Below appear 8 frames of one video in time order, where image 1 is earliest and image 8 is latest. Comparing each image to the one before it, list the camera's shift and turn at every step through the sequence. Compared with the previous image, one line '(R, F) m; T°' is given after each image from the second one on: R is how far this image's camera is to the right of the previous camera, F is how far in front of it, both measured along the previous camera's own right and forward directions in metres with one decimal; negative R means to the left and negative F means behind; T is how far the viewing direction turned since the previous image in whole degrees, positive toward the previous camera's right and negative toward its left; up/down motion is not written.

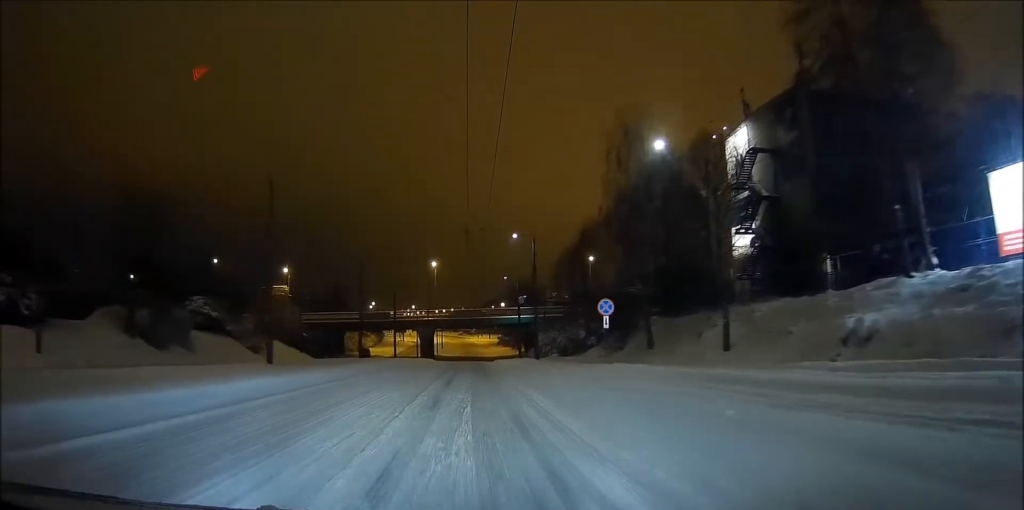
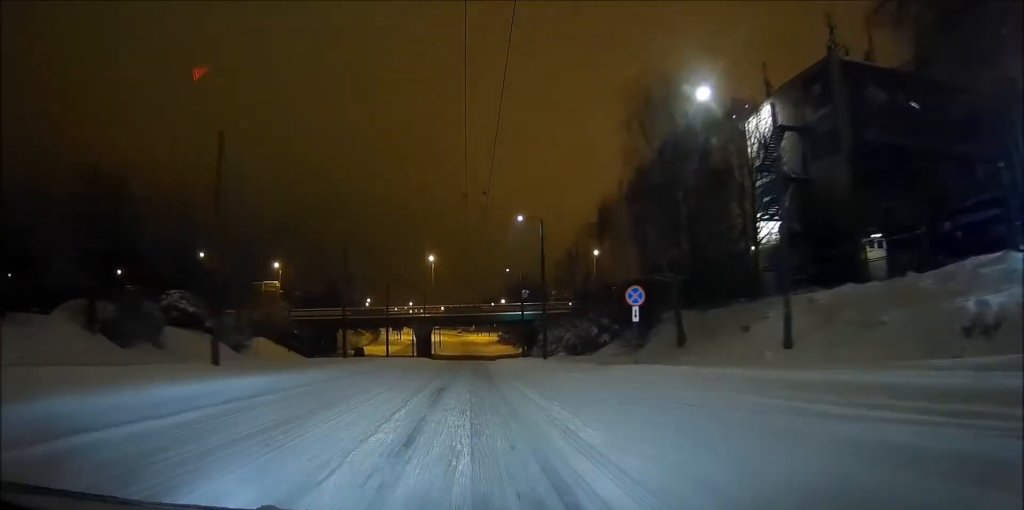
(+0.1, +6.3) m; 0°
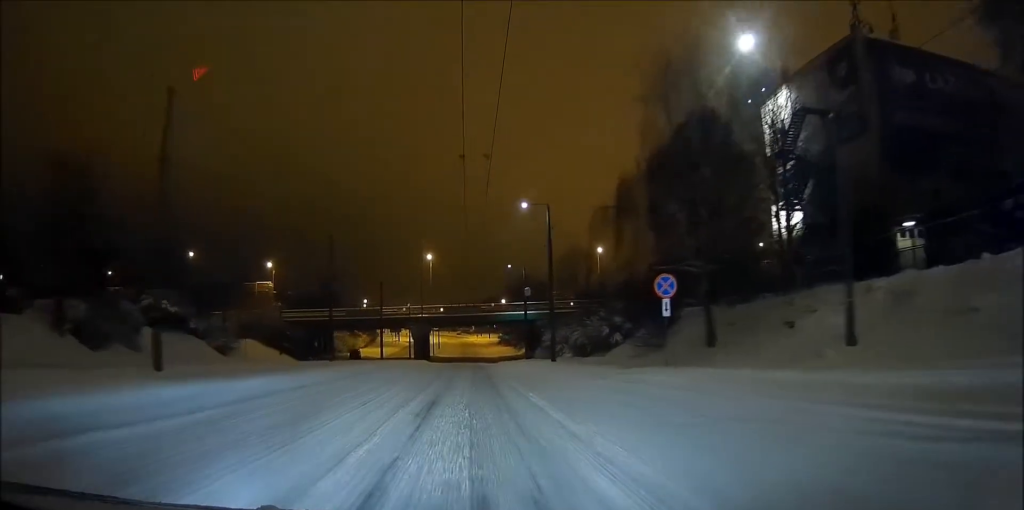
(+0.1, +4.5) m; 0°
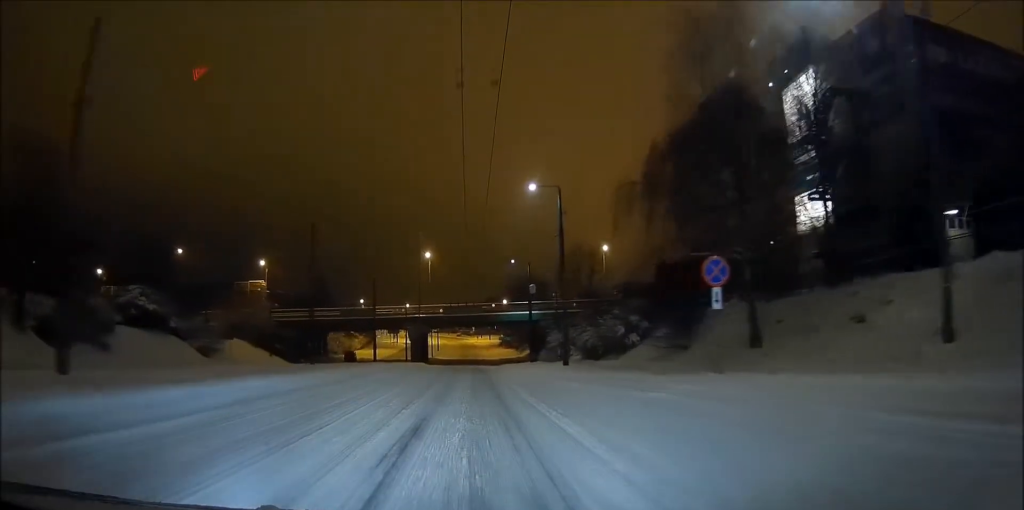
(-0.1, +4.9) m; 0°
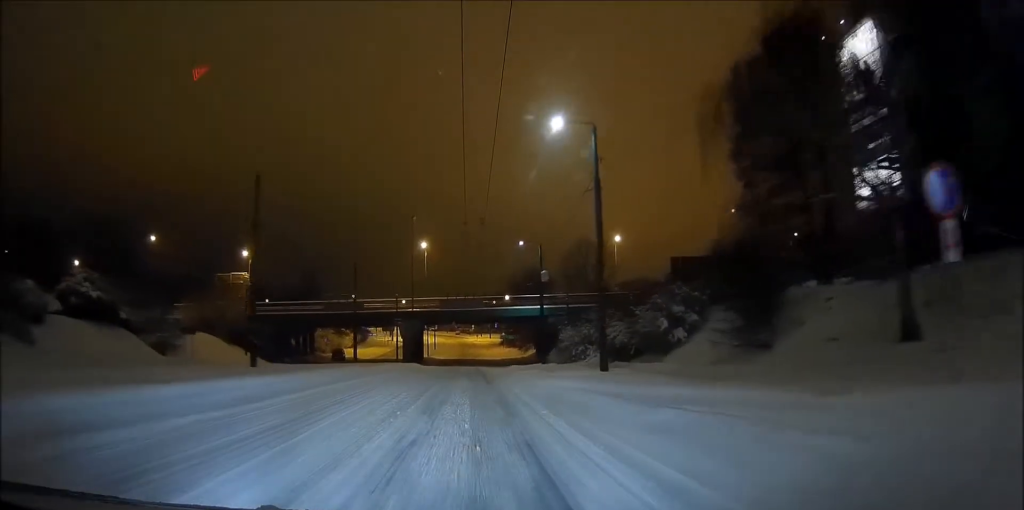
(-0.1, +10.0) m; 0°
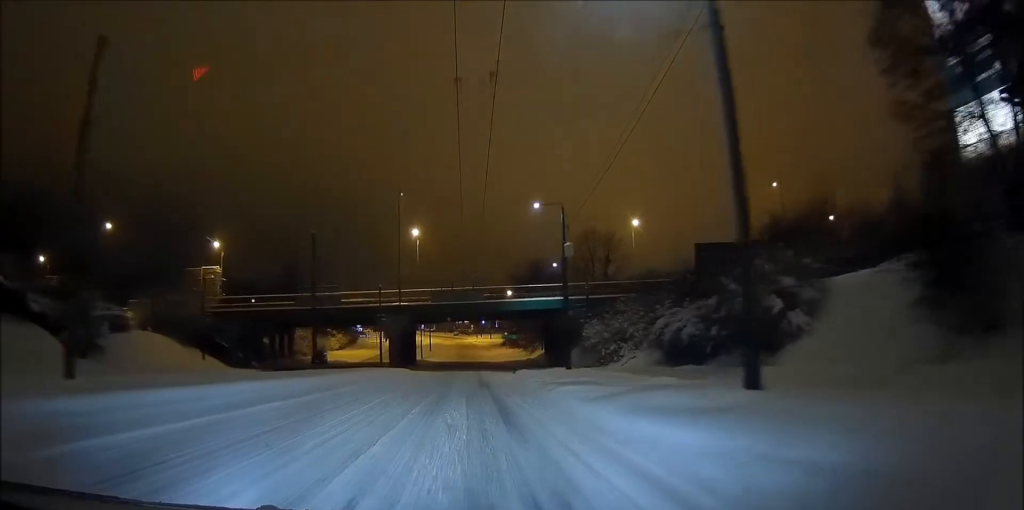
(+0.1, +13.1) m; 0°
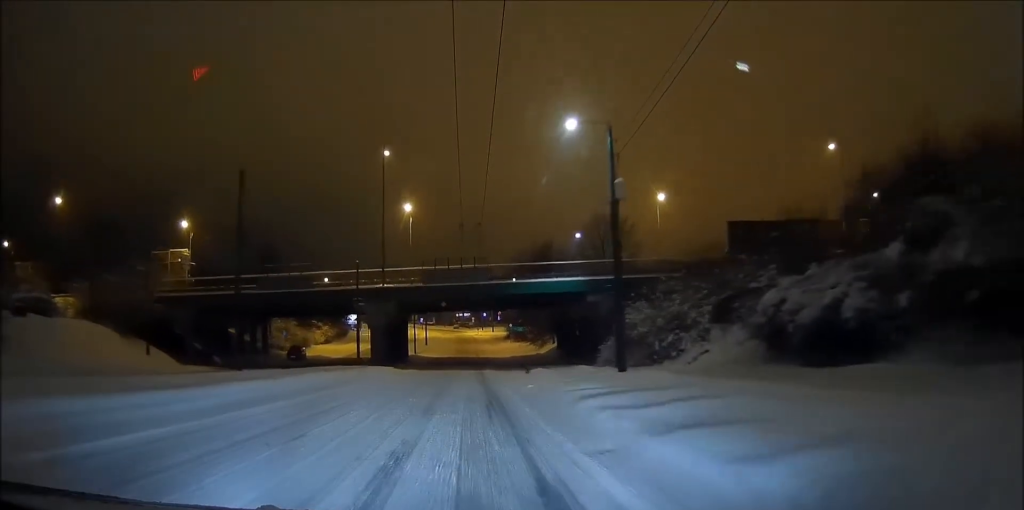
(-0.1, +12.9) m; 0°
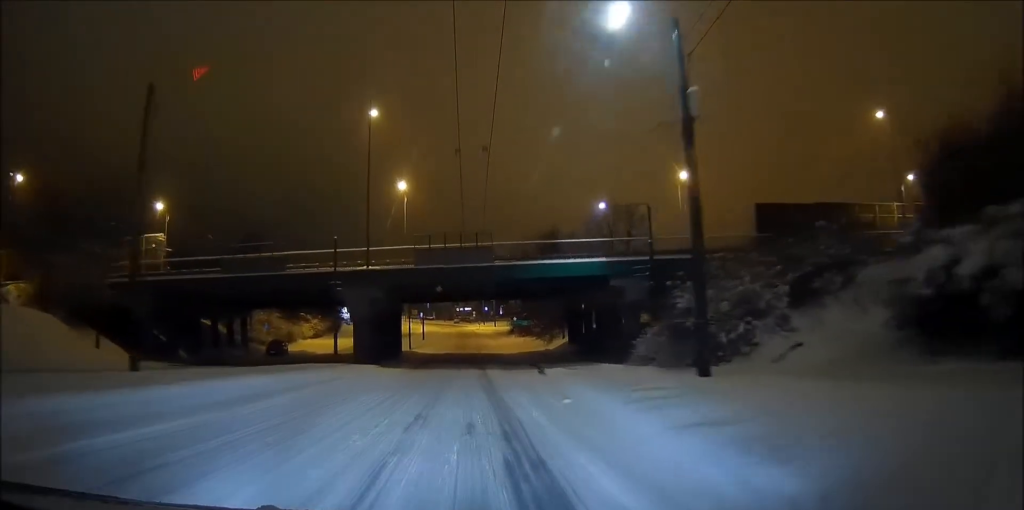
(0.0, +8.5) m; 0°
